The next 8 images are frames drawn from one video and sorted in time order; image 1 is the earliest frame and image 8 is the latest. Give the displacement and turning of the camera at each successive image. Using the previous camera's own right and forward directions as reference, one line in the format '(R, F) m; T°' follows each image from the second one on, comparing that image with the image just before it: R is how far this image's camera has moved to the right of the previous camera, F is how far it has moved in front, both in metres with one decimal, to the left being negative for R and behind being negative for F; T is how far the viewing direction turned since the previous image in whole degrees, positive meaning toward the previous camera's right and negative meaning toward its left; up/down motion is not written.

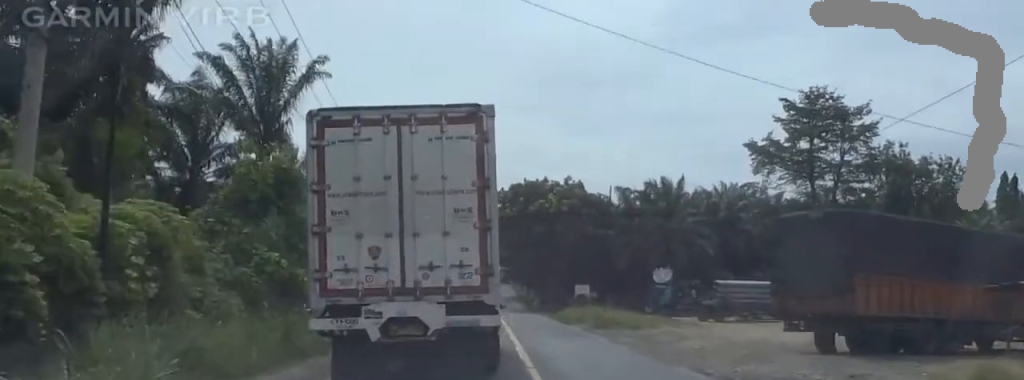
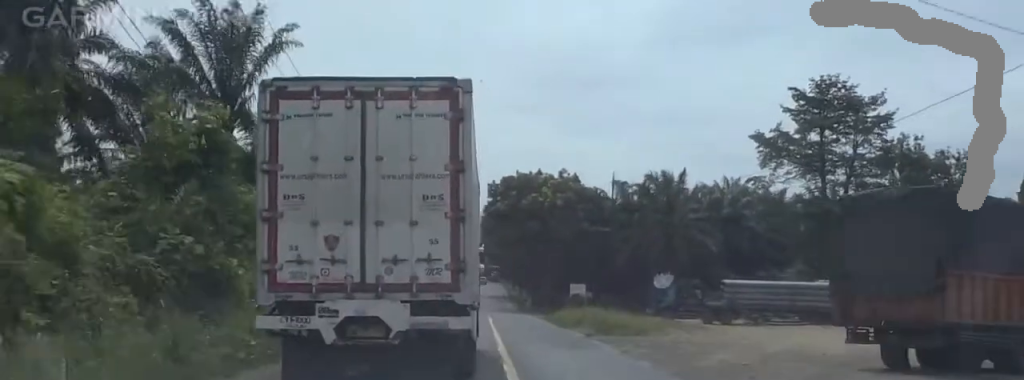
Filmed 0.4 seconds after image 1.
(0.0, +5.6) m; 0°
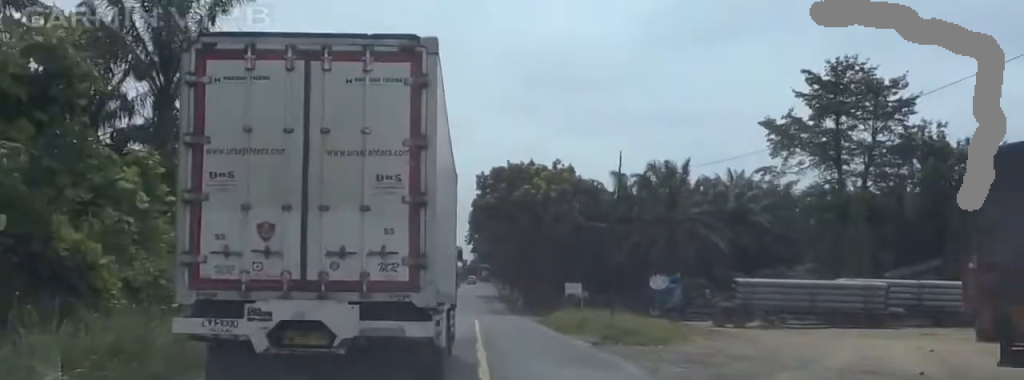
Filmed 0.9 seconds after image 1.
(0.0, +6.7) m; 0°
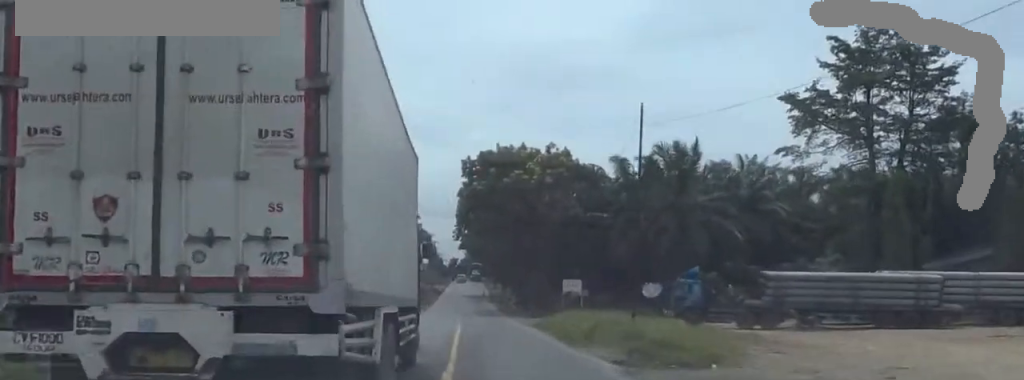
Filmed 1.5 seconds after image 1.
(0.0, +8.9) m; -1°
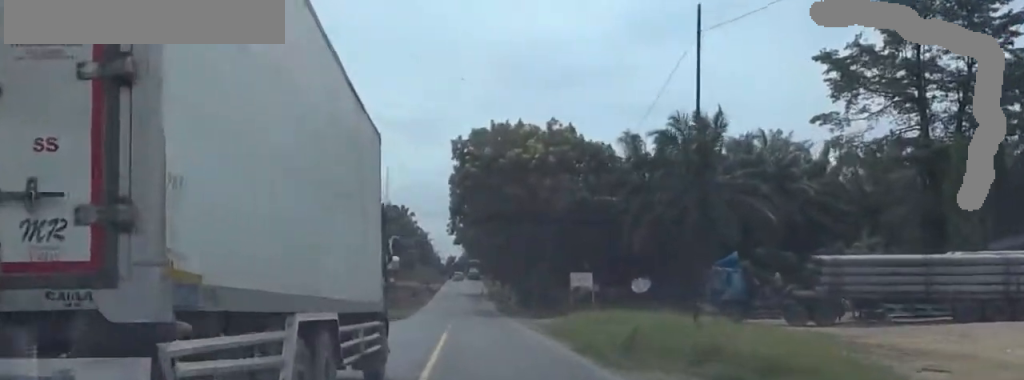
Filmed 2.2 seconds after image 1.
(0.0, +9.0) m; -2°
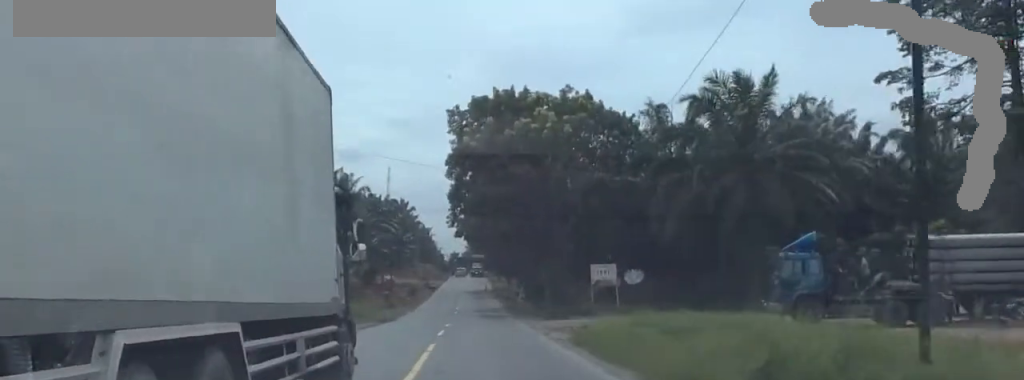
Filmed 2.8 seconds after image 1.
(-0.3, +9.7) m; -1°
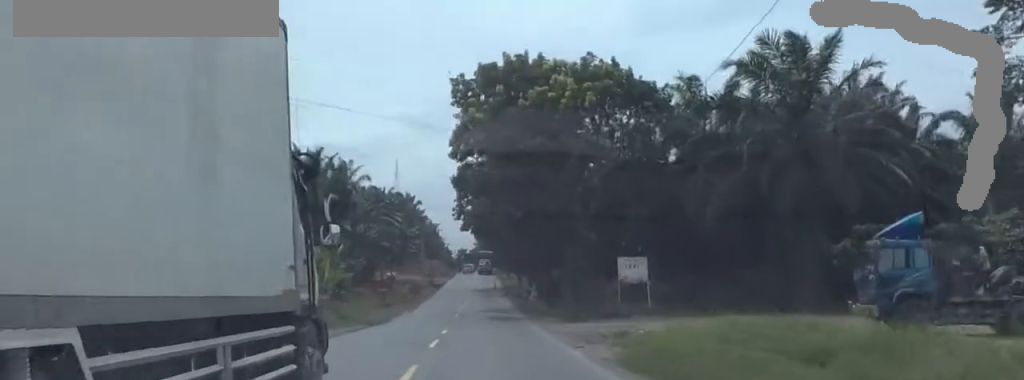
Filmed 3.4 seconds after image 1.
(-0.1, +7.5) m; 0°
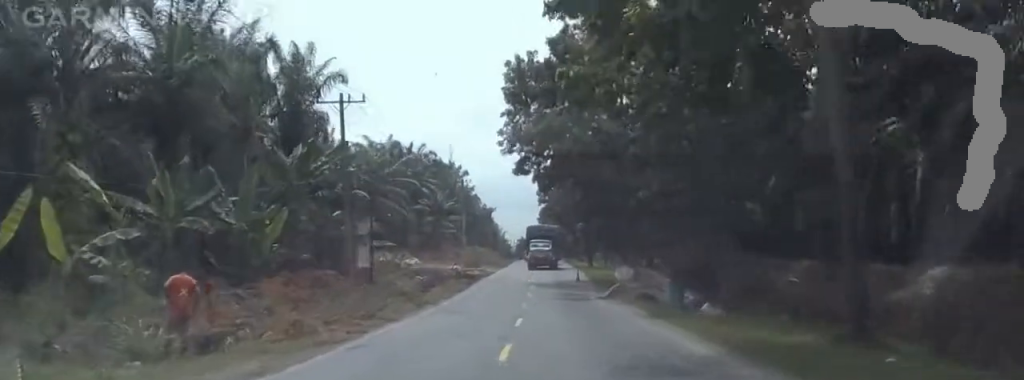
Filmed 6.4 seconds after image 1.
(+0.4, +43.7) m; 0°
